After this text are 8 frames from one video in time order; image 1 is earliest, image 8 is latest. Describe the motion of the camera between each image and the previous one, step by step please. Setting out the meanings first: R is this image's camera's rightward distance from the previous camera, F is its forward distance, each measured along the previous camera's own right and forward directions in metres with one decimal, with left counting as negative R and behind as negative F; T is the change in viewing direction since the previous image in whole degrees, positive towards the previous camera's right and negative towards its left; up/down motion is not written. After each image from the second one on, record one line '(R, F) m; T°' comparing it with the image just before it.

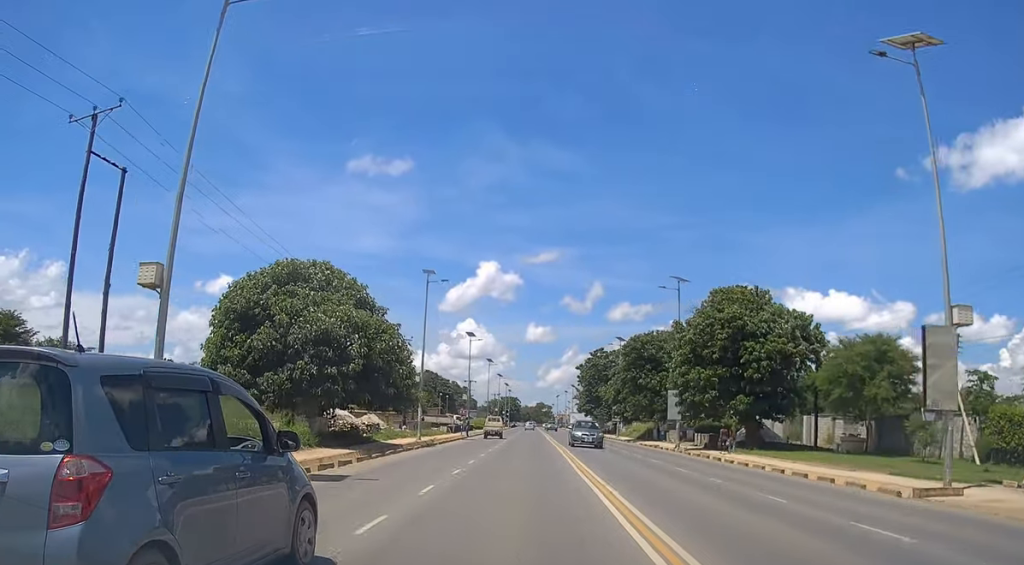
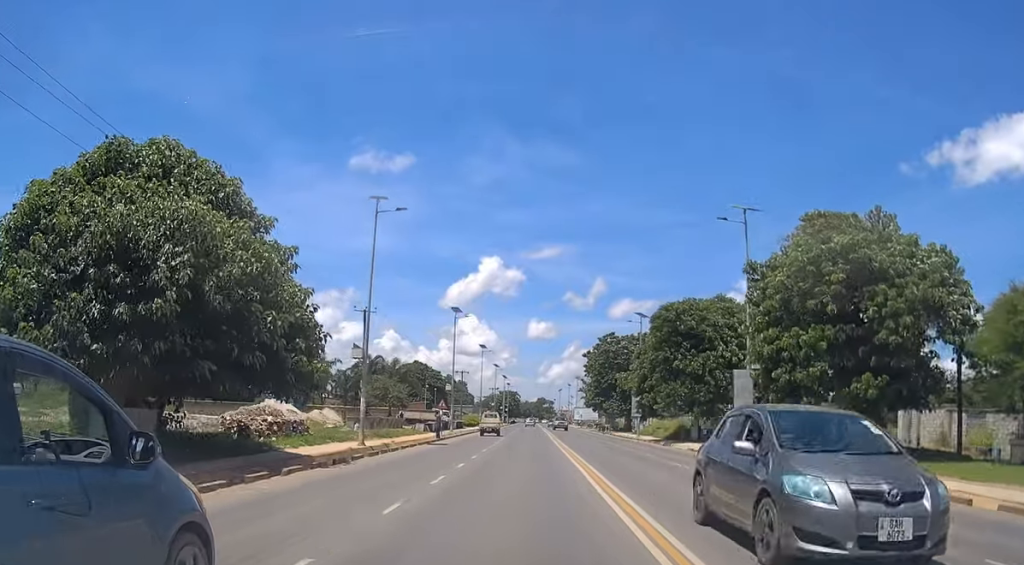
(-0.1, +16.7) m; 0°
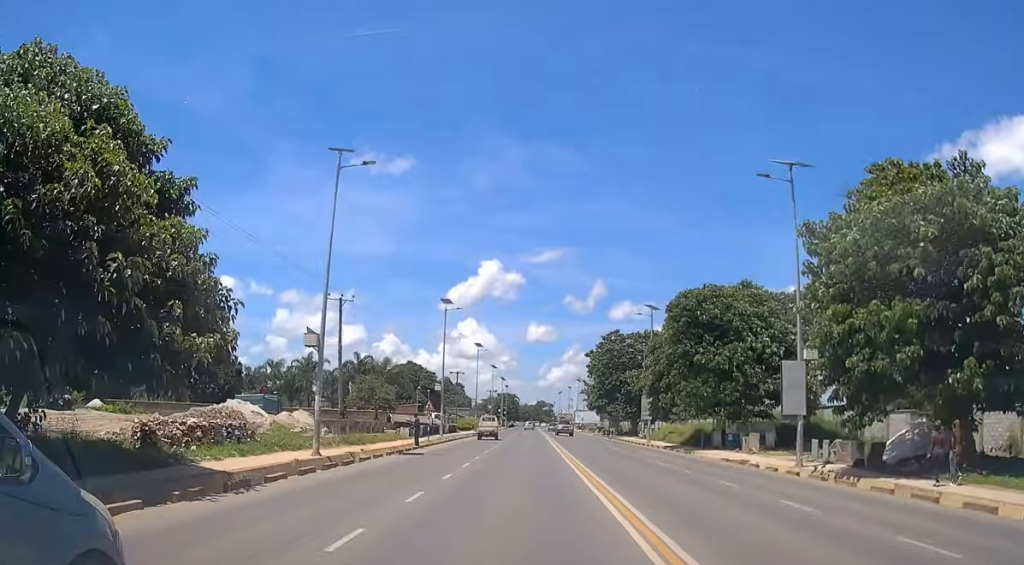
(0.0, +6.9) m; 0°
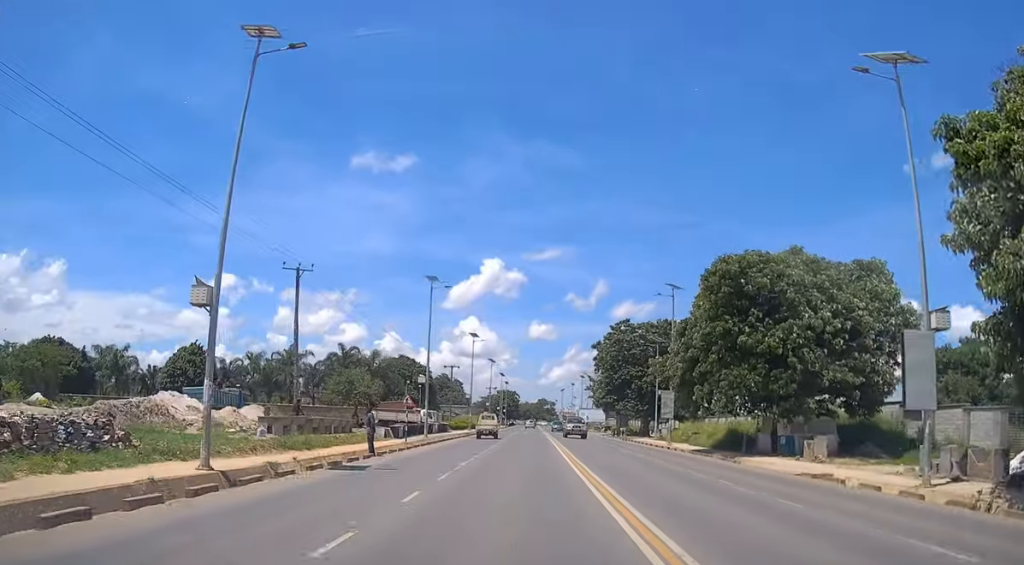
(0.0, +9.4) m; 0°
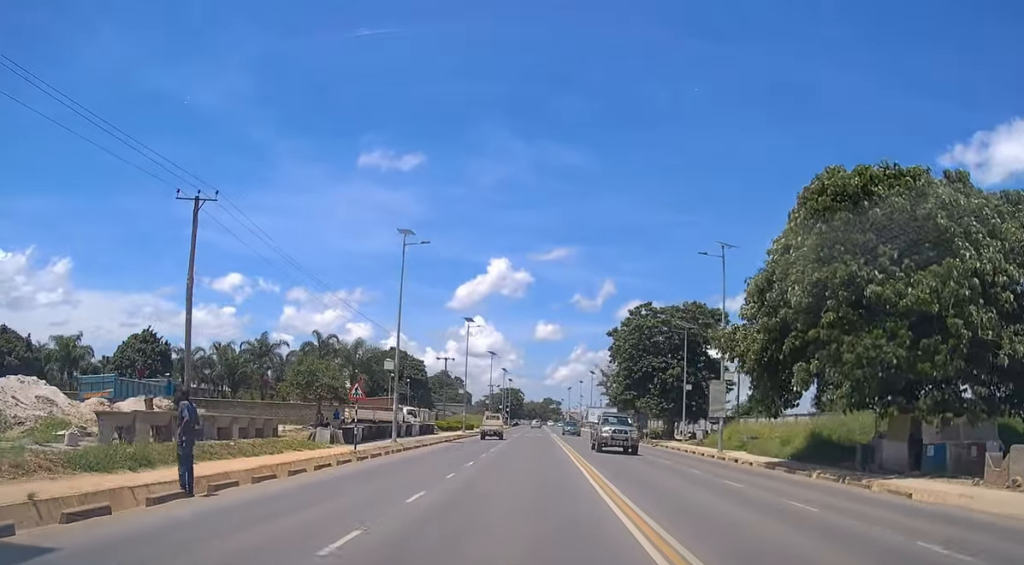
(-0.1, +13.6) m; -1°
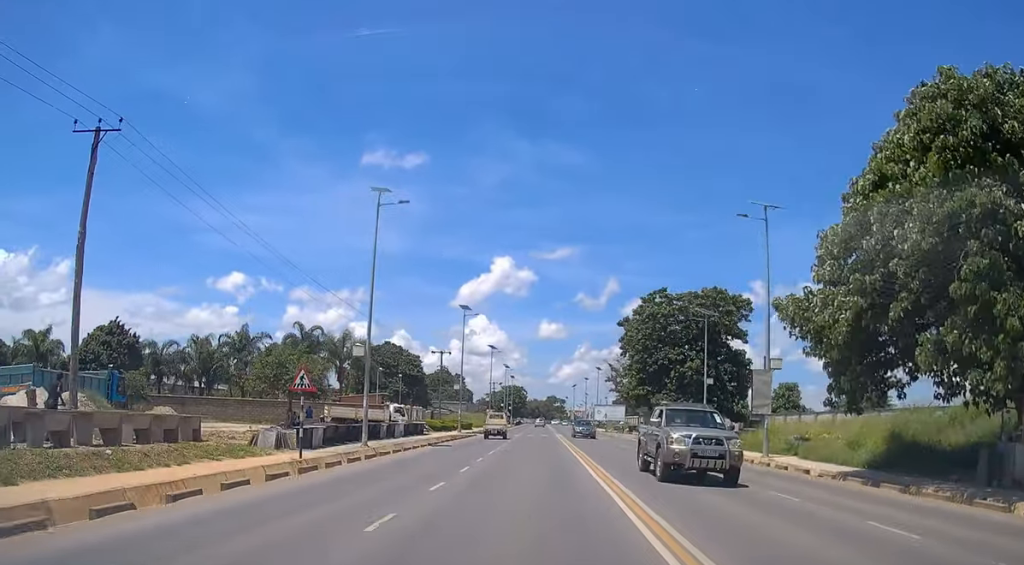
(-0.1, +7.7) m; 0°
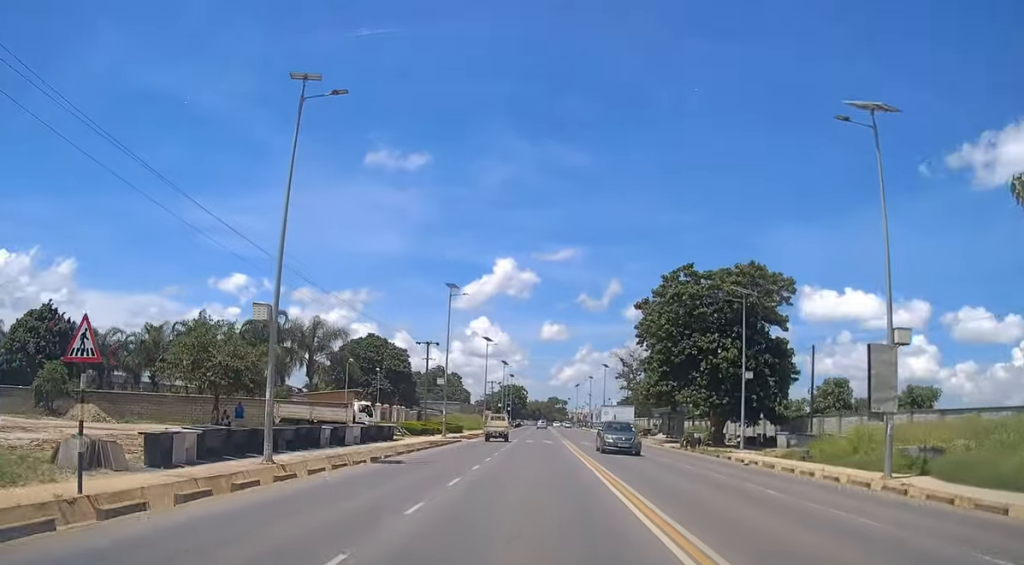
(0.0, +12.0) m; +1°
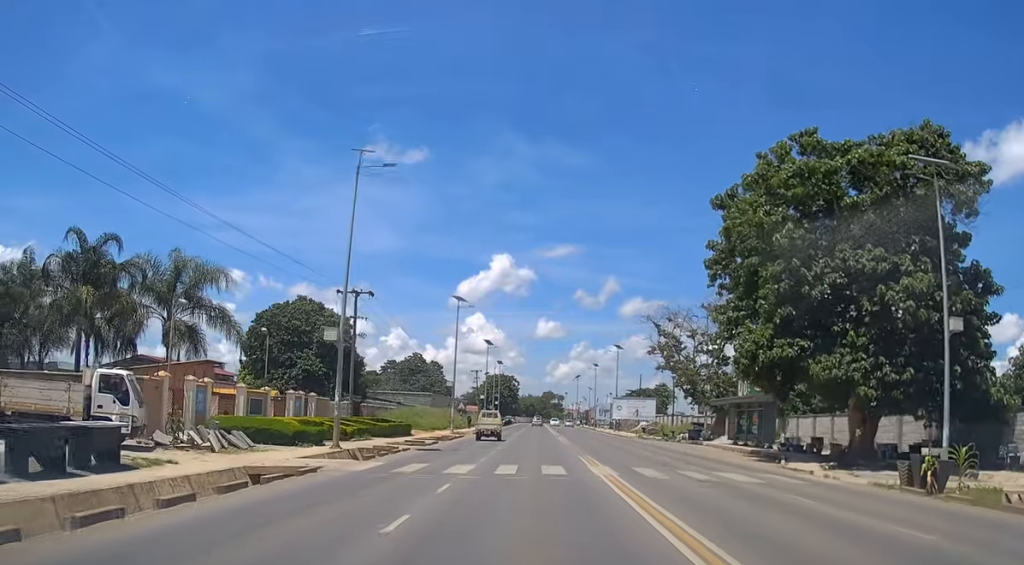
(0.0, +28.8) m; 0°
